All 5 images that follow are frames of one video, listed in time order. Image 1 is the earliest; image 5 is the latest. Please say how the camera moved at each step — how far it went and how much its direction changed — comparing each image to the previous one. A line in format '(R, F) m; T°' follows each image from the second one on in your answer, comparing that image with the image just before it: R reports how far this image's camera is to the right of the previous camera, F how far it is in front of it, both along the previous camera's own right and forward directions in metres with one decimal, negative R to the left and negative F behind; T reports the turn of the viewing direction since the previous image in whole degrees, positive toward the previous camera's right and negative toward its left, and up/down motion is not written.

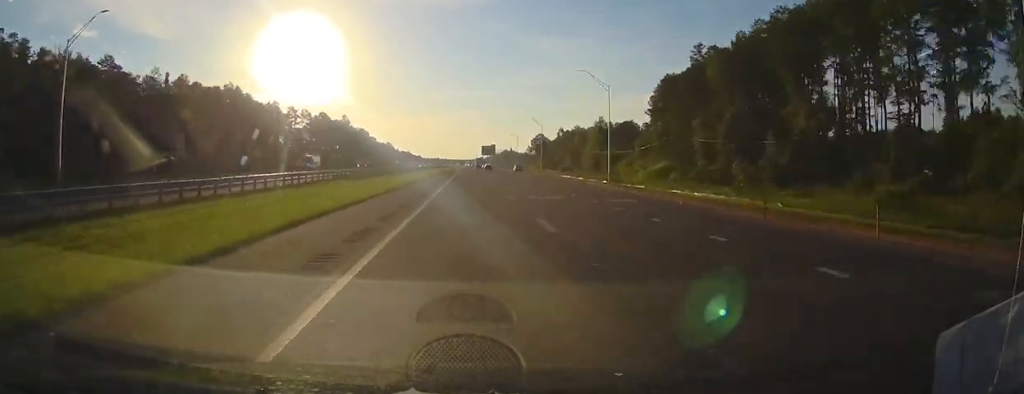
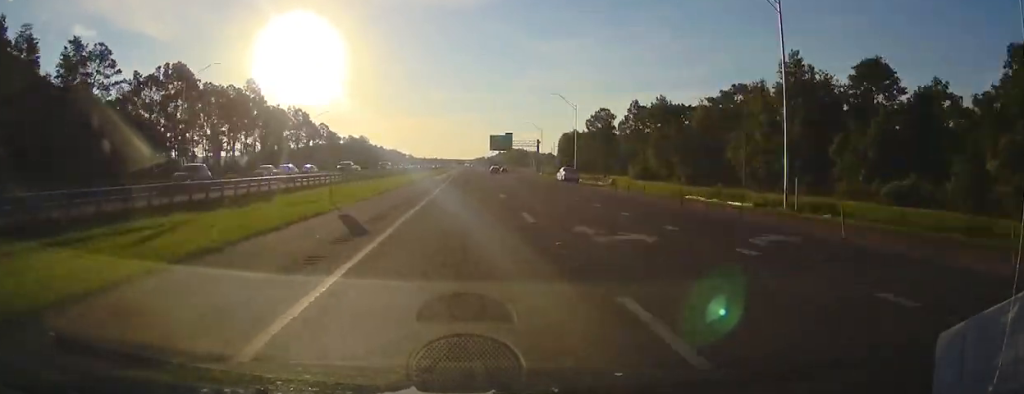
(+0.8, +106.6) m; 0°
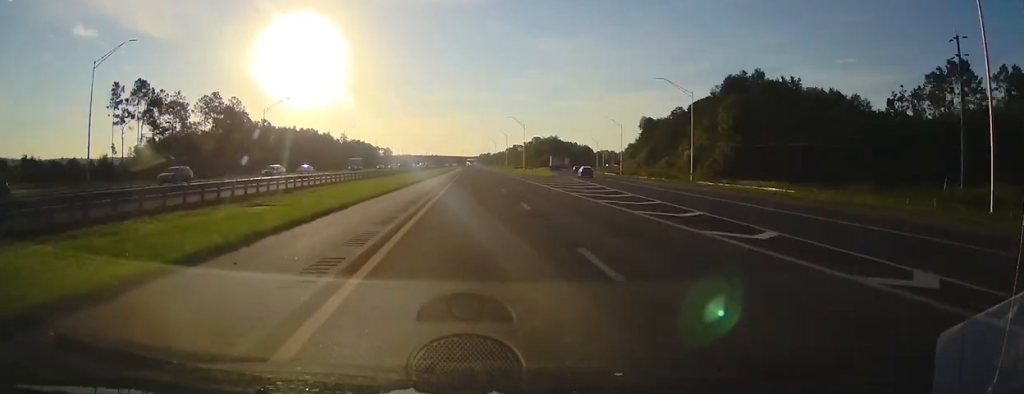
(-1.2, +186.4) m; -1°
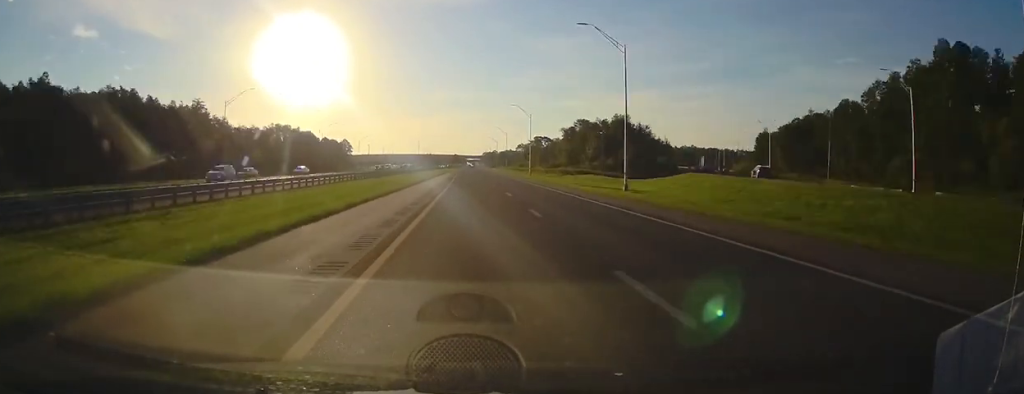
(+0.8, +142.2) m; +1°
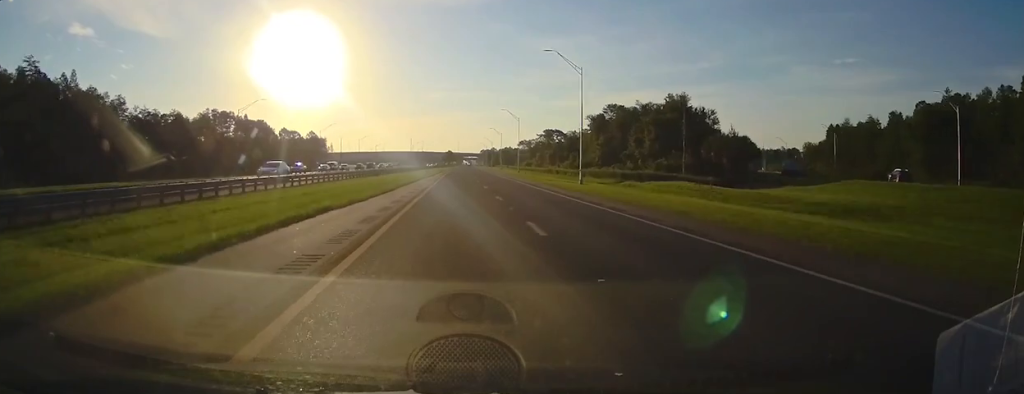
(+0.1, +50.0) m; 0°
